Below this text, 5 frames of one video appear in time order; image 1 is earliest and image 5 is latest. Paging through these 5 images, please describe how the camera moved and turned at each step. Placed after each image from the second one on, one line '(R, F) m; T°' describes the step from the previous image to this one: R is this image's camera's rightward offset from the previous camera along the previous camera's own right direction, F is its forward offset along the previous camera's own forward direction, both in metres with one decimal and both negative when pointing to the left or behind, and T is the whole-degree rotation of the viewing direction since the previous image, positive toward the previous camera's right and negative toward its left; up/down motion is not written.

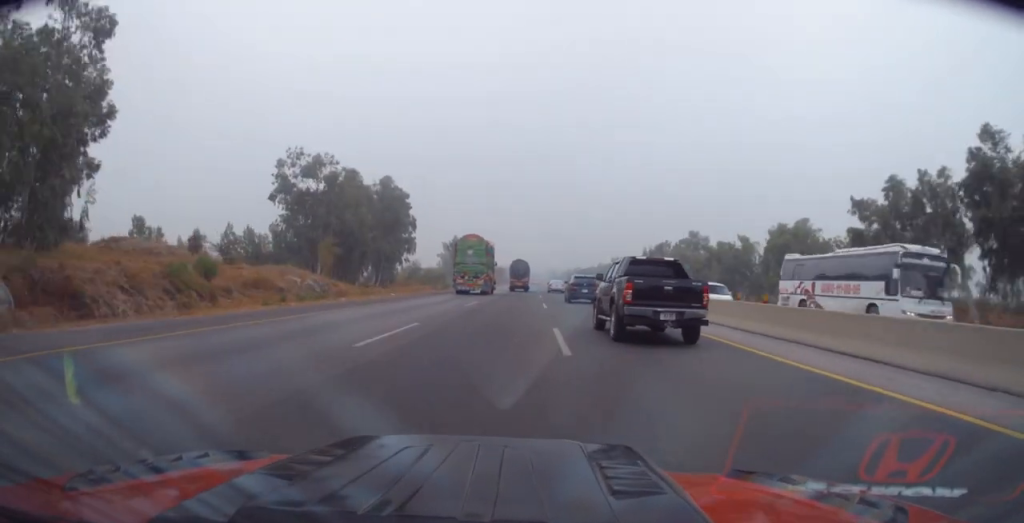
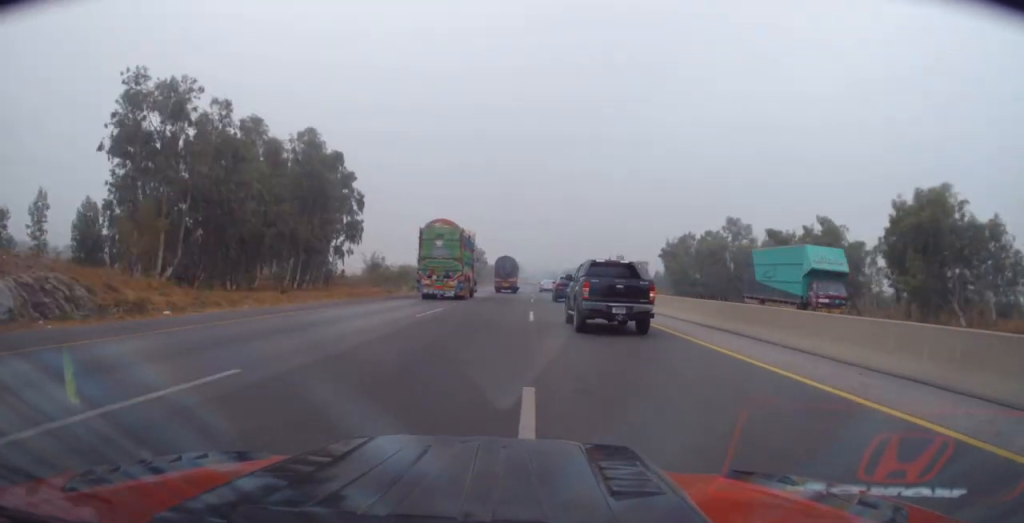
(+0.4, +27.0) m; +1°
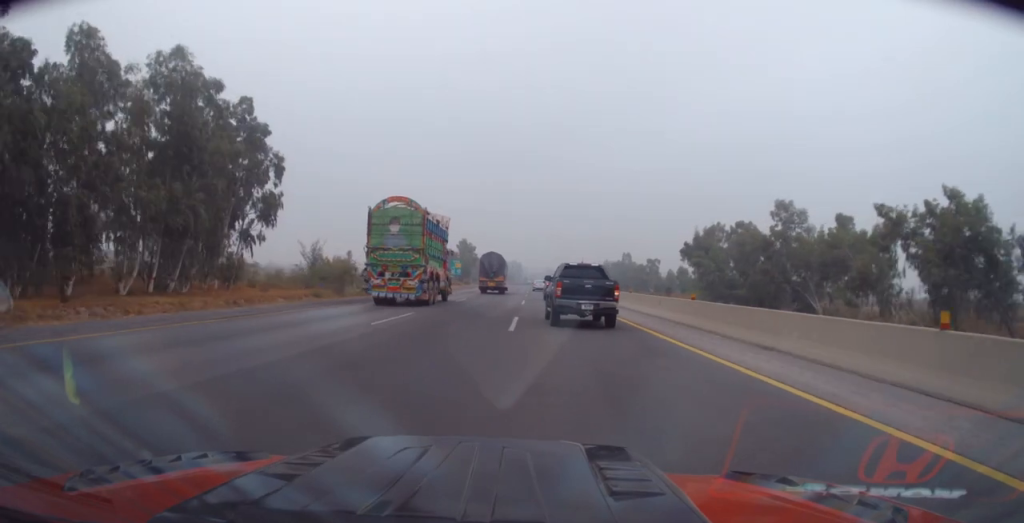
(0.0, +21.6) m; -1°
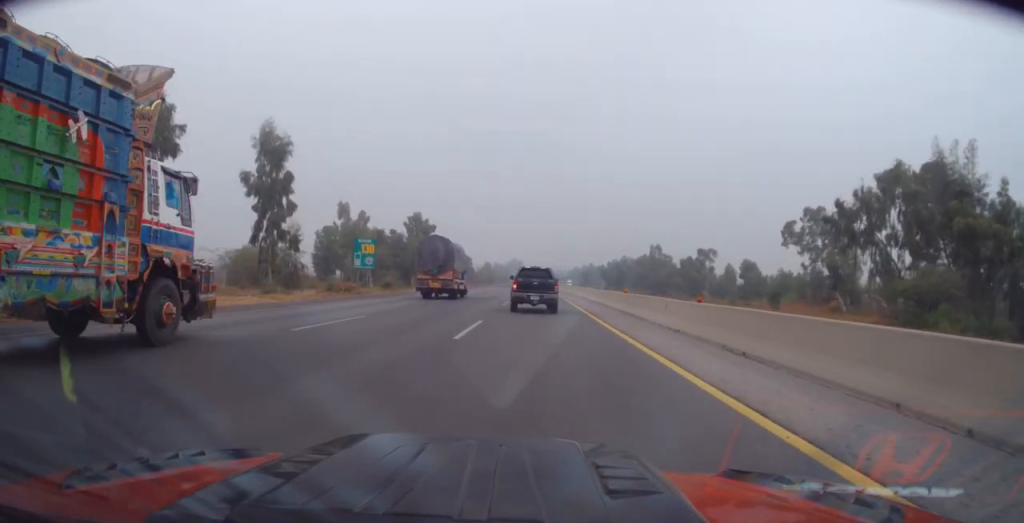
(-0.1, +56.8) m; 0°
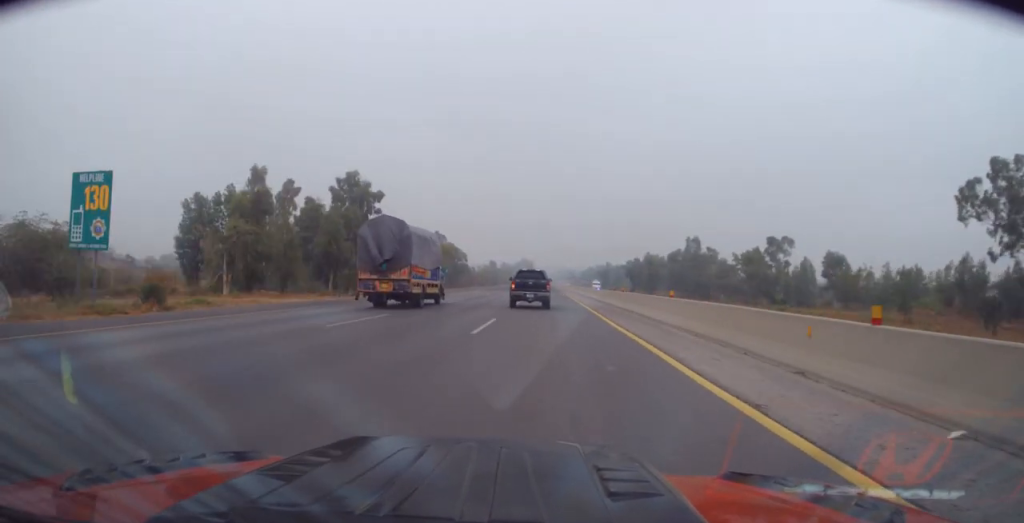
(-0.4, +34.5) m; -1°
